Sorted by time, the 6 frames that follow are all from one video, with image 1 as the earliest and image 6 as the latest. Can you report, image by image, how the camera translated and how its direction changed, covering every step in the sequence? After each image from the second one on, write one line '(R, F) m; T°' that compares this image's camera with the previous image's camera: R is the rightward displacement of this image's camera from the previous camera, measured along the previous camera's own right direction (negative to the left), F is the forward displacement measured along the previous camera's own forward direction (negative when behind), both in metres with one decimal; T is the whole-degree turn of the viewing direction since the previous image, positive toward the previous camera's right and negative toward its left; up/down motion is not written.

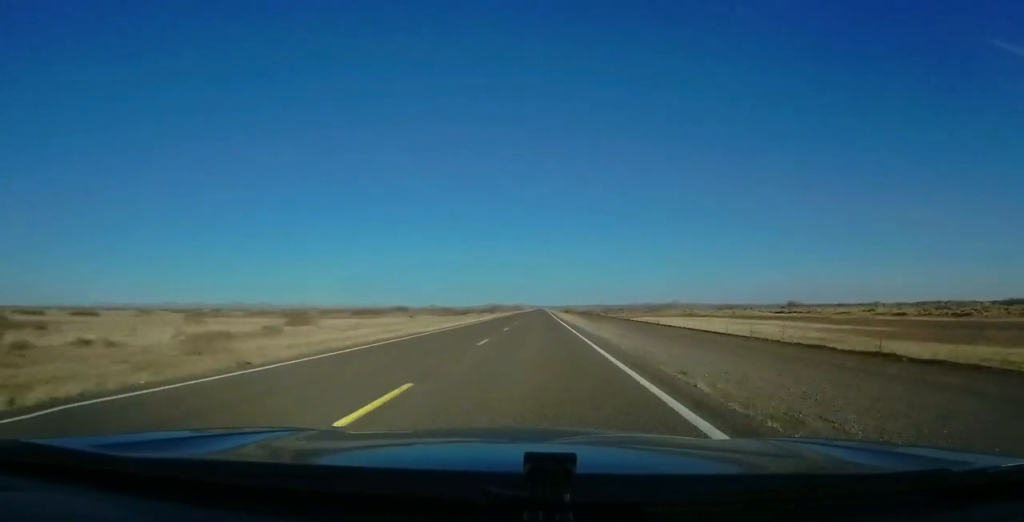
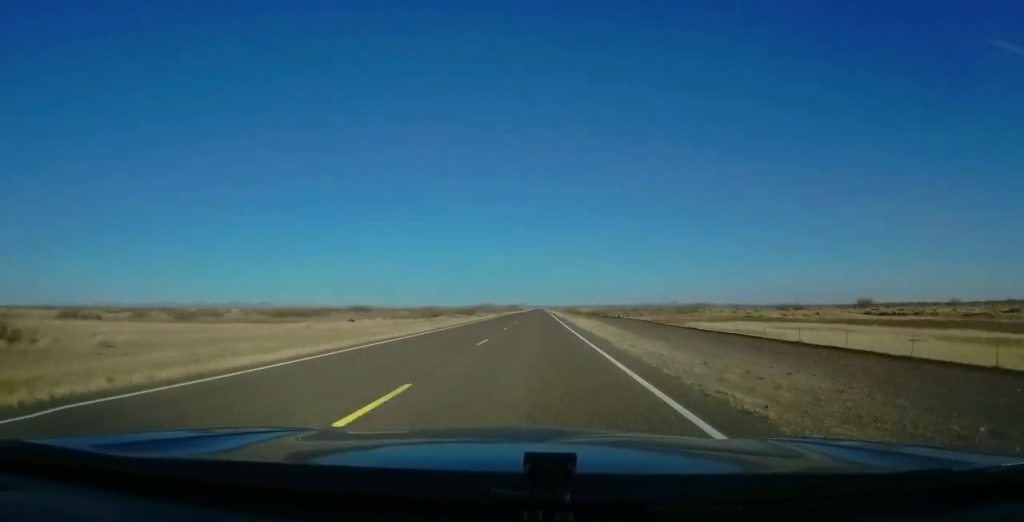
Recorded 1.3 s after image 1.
(+0.1, +36.6) m; +1°
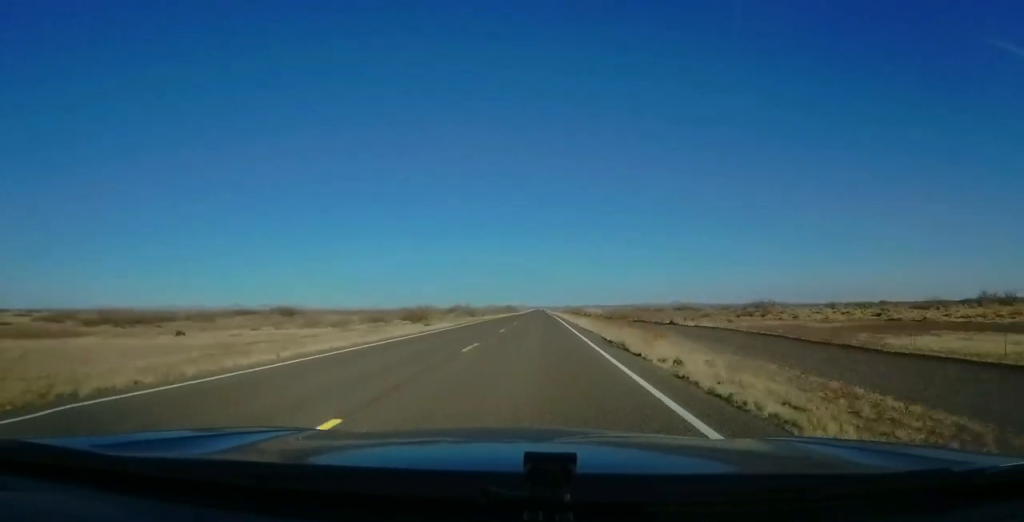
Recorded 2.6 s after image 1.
(+0.2, +39.6) m; -1°
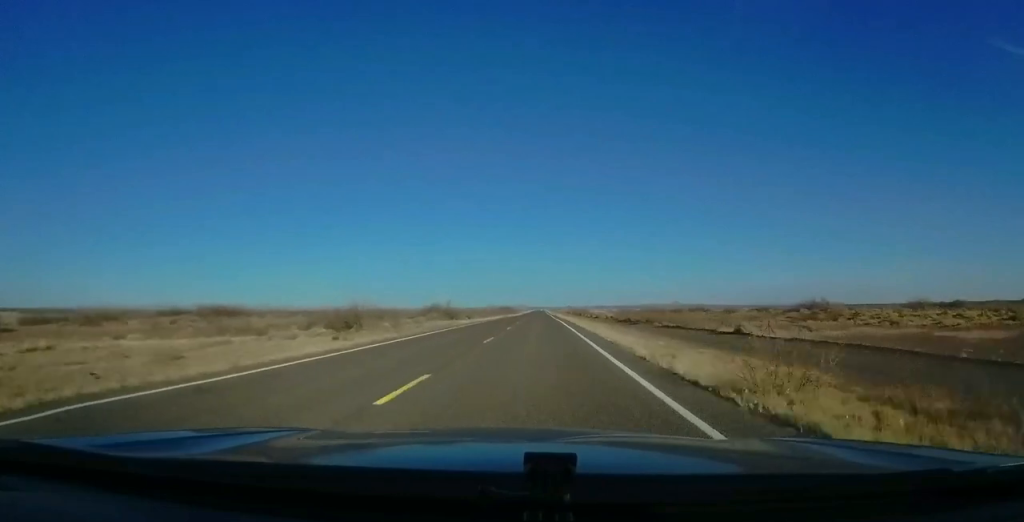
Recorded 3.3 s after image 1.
(-0.2, +20.3) m; -1°
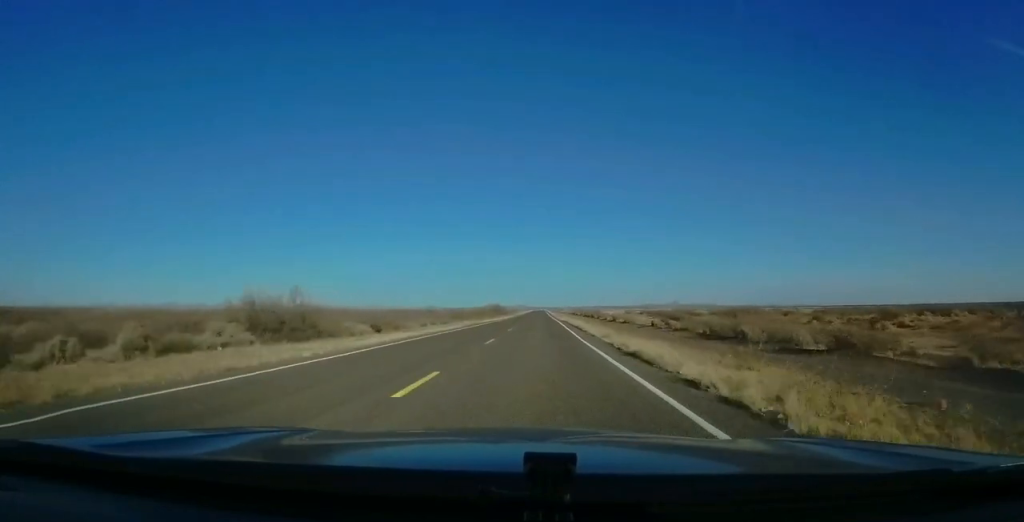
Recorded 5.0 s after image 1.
(+0.1, +48.3) m; 0°
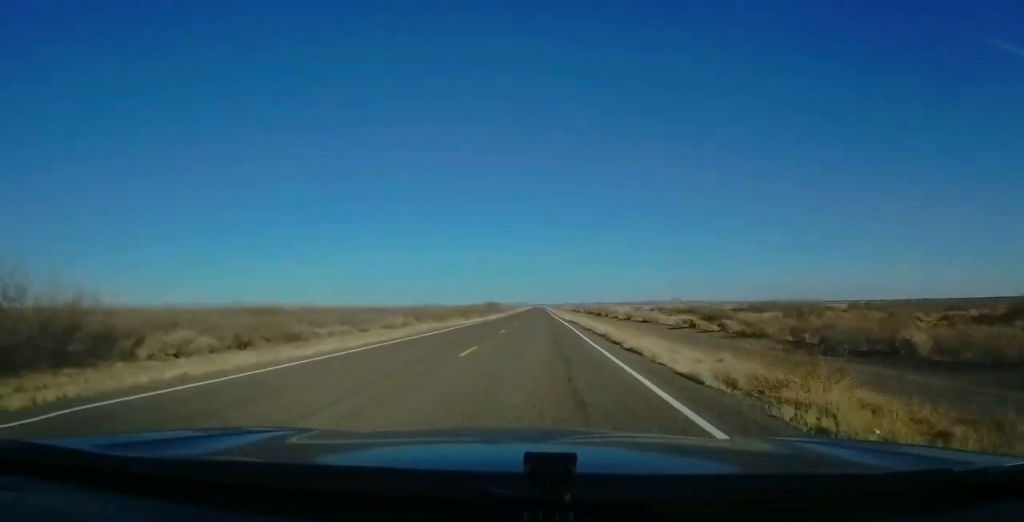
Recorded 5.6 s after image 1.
(0.0, +18.4) m; 0°
